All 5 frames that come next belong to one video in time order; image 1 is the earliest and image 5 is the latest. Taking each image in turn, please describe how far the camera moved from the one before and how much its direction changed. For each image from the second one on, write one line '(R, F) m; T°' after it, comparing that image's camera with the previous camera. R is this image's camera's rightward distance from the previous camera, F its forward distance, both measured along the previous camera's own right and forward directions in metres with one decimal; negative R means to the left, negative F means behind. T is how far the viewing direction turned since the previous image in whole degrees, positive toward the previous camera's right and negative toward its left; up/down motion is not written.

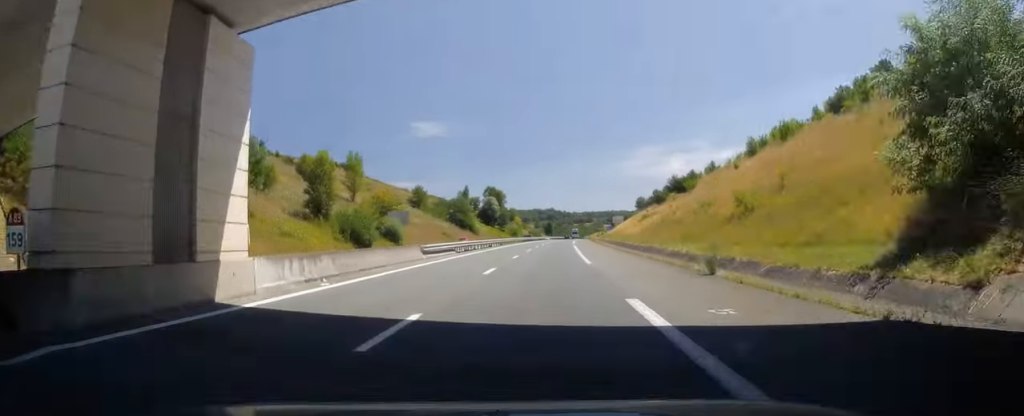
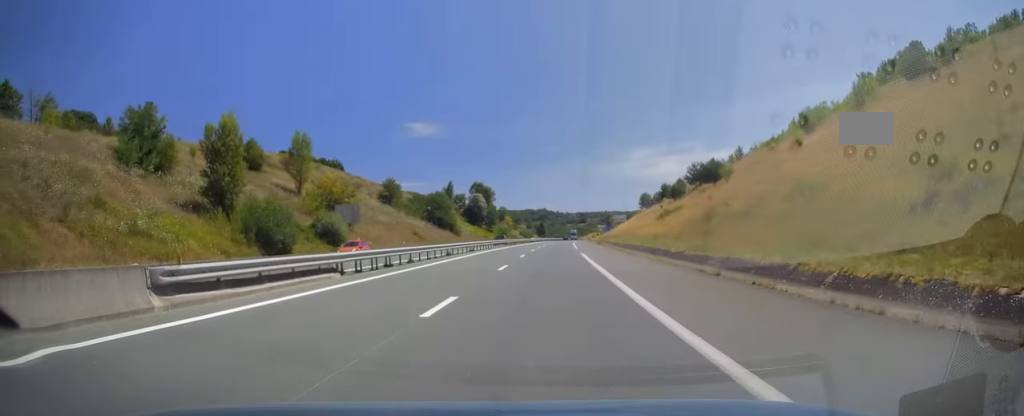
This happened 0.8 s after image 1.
(+0.3, +23.2) m; 0°
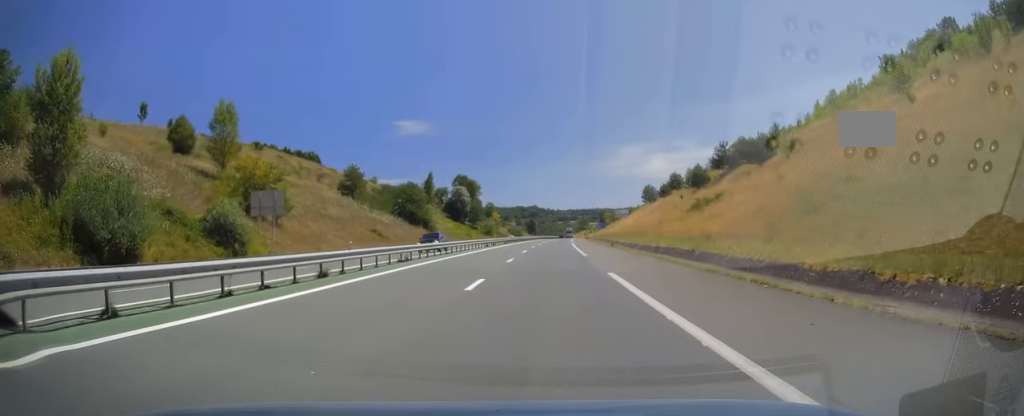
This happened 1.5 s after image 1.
(-0.2, +21.7) m; 0°
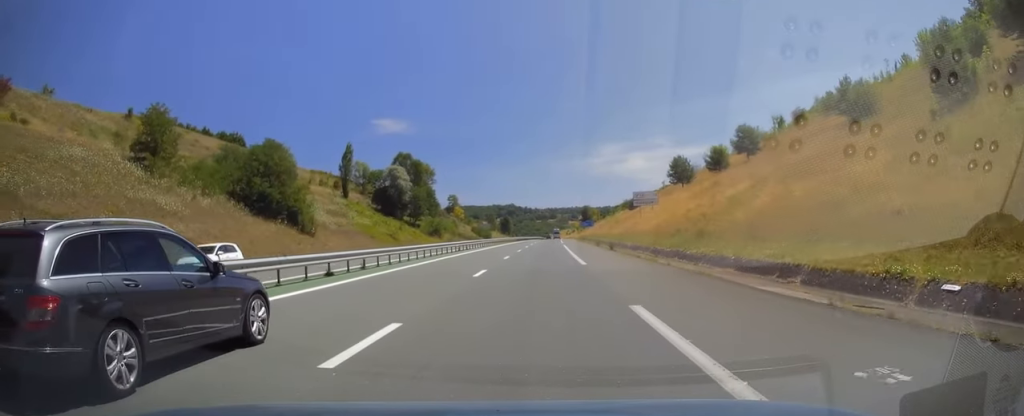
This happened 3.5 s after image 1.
(+1.4, +59.7) m; +2°
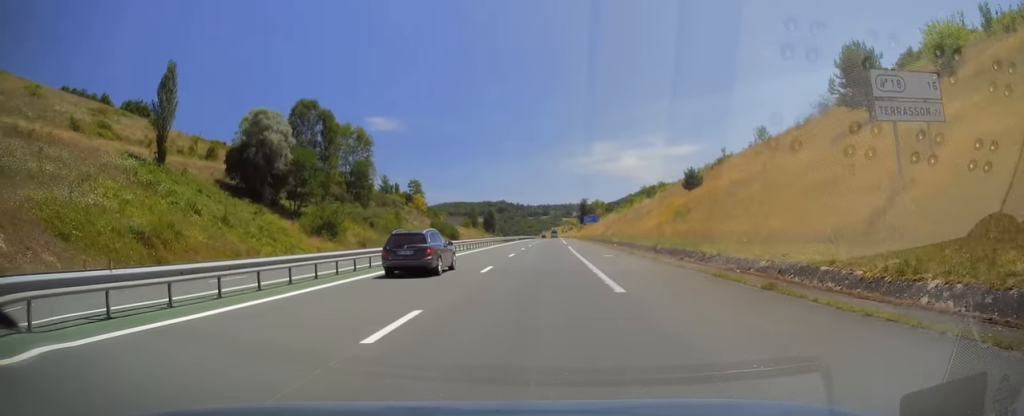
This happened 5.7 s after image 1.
(-0.1, +63.2) m; +1°
